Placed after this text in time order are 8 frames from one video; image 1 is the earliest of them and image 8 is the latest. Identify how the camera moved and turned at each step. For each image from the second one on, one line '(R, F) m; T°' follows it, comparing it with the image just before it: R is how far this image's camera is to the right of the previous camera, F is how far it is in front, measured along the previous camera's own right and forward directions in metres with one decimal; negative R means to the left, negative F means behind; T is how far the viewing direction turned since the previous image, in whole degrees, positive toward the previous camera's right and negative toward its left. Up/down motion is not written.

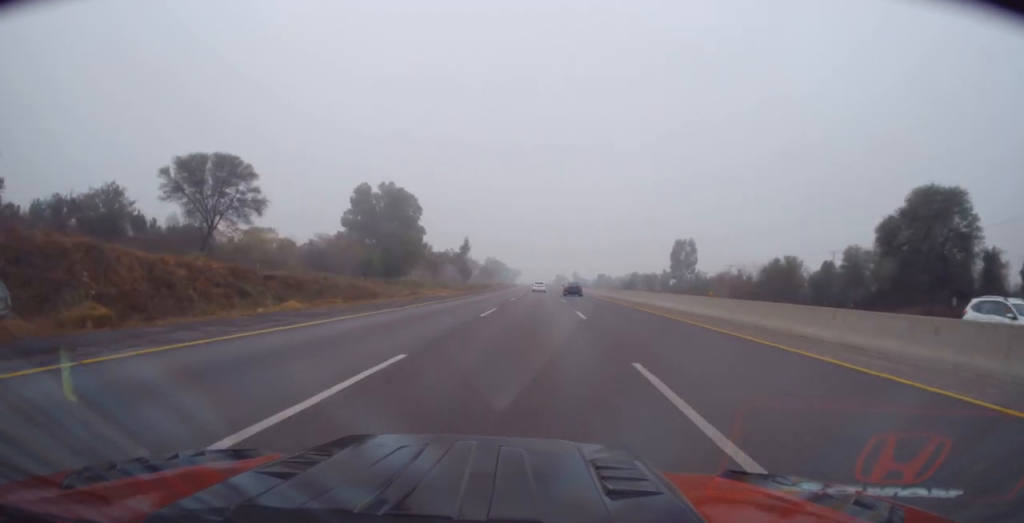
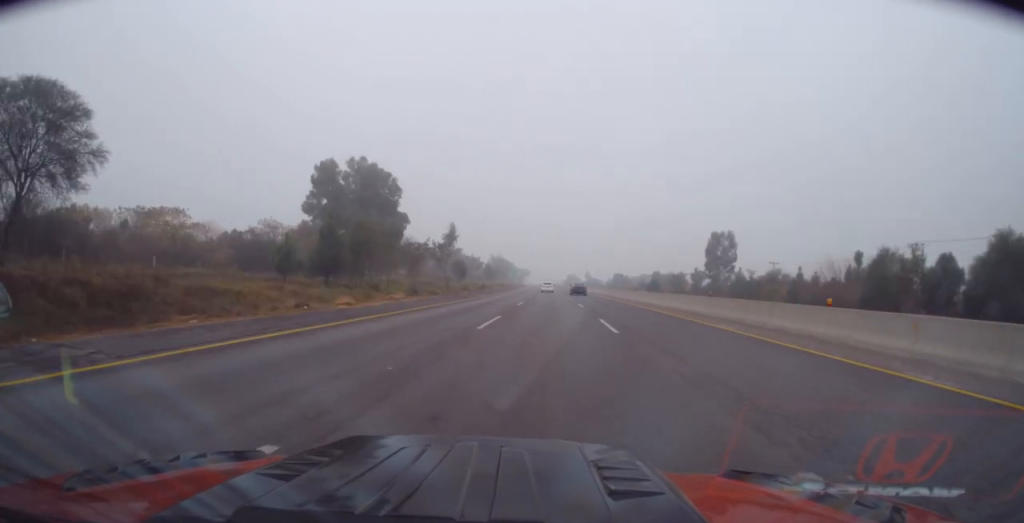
(-0.3, +23.8) m; -1°
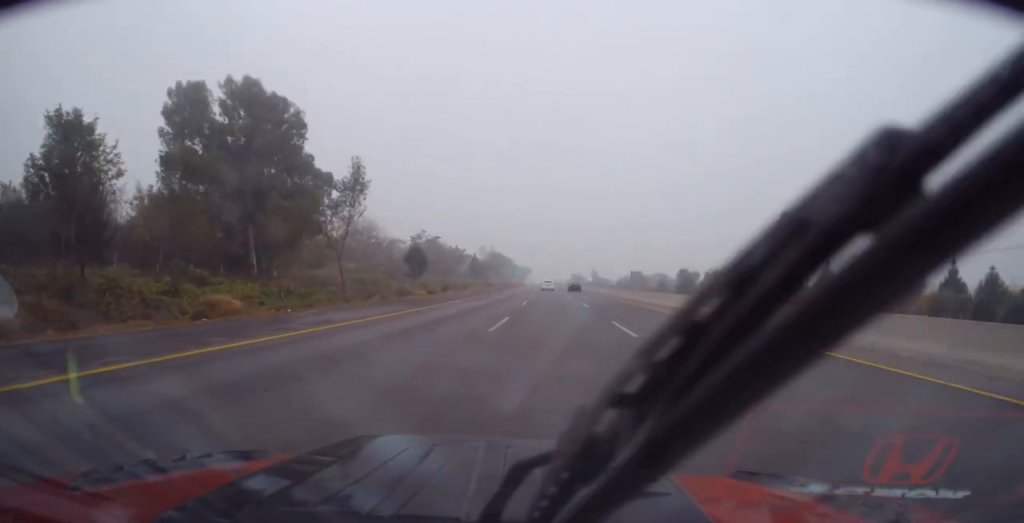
(-0.1, +36.9) m; +1°
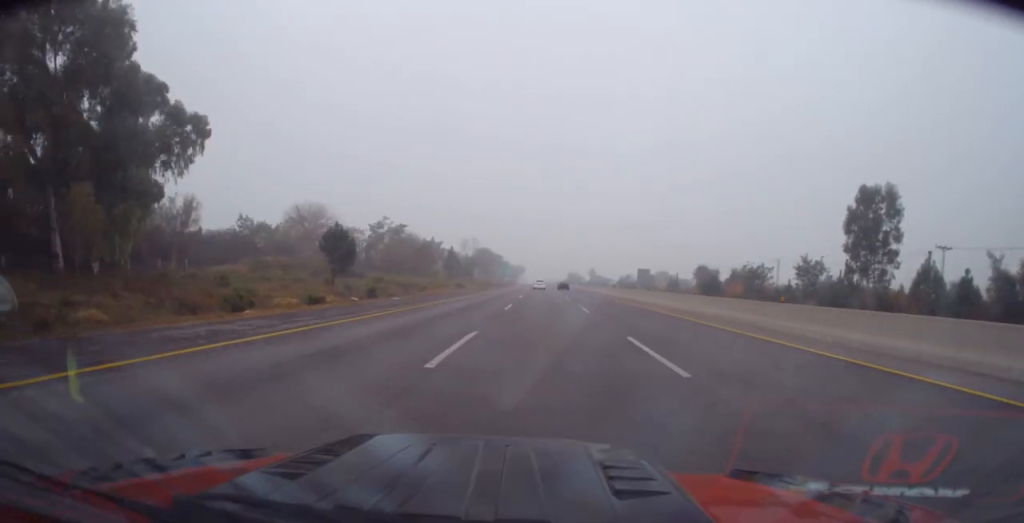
(+0.3, +24.7) m; +1°
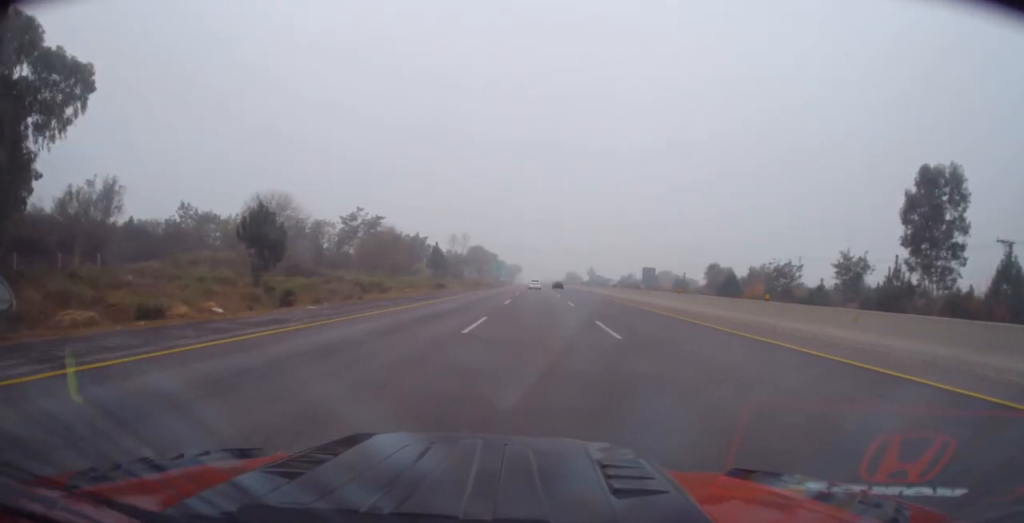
(0.0, +12.3) m; 0°
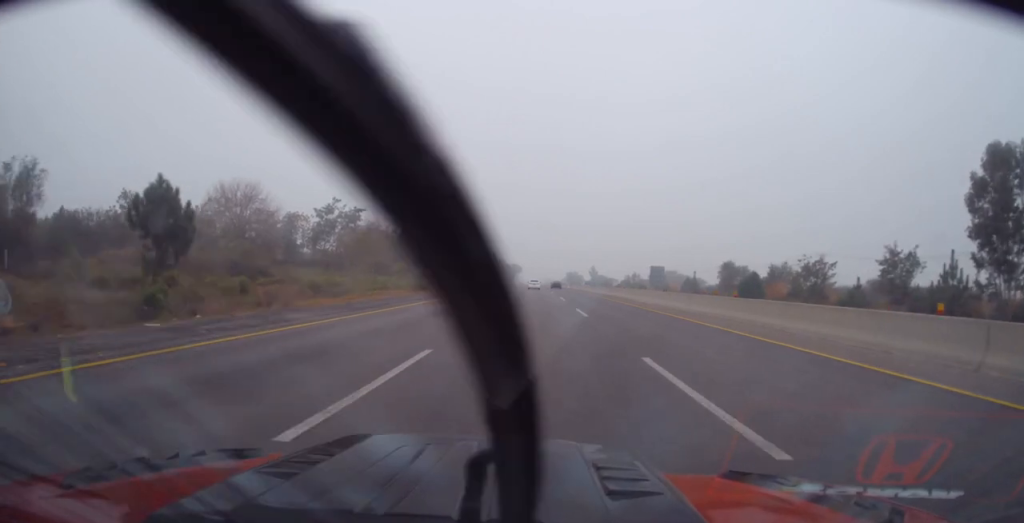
(-0.1, +9.9) m; 0°
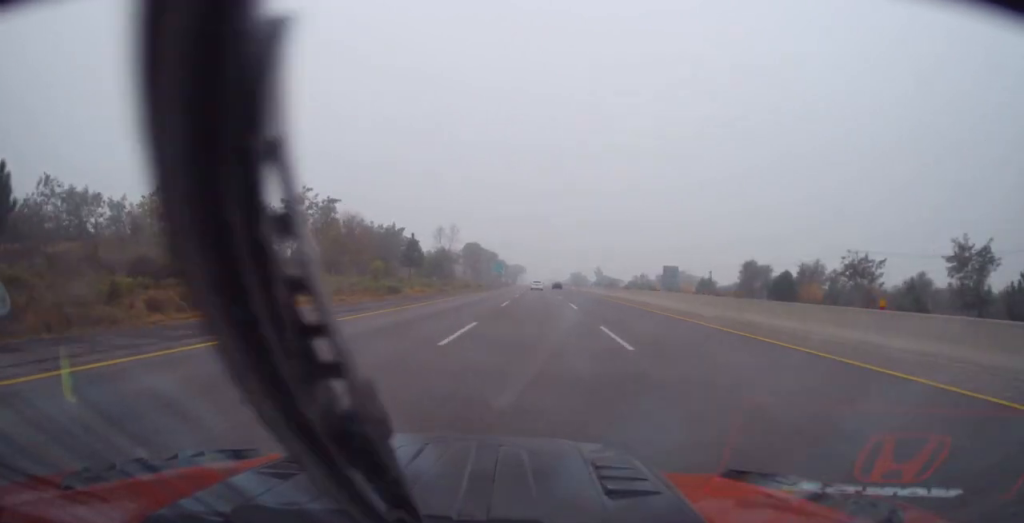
(+0.1, +10.6) m; -1°
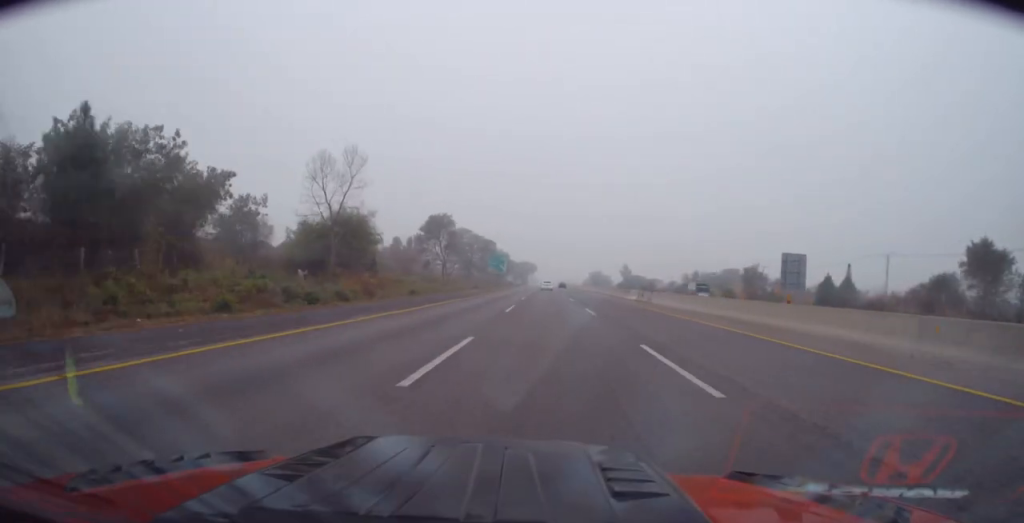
(-1.7, +58.3) m; -2°
